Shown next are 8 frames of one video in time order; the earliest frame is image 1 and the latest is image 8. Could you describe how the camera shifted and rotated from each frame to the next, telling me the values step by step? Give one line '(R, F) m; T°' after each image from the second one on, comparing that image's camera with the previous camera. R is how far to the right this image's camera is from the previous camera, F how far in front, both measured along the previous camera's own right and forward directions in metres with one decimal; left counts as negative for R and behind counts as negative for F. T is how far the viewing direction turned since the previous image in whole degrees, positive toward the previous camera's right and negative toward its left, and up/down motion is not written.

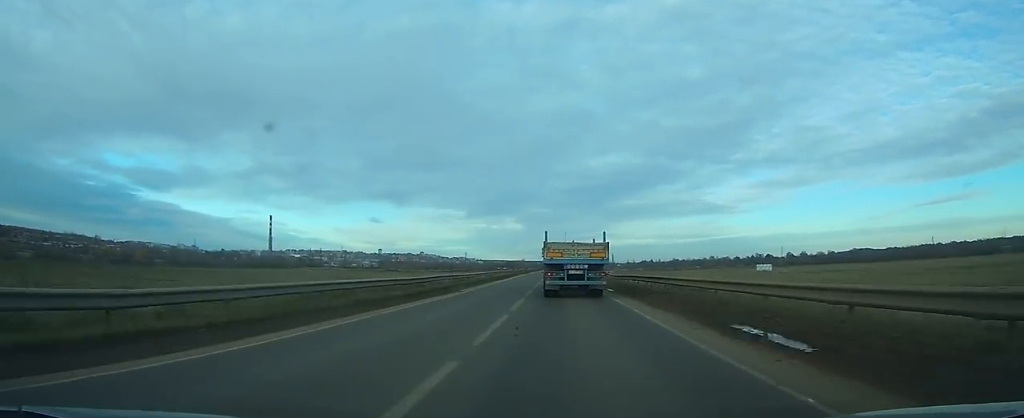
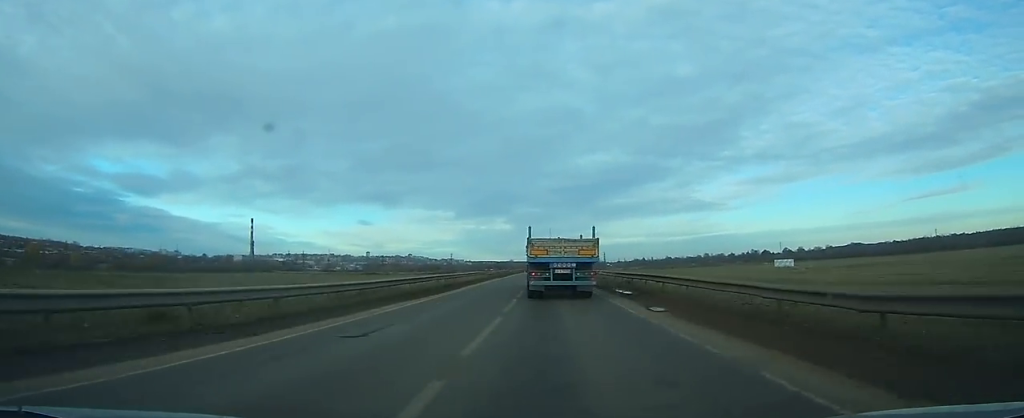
(-0.3, +32.7) m; 0°
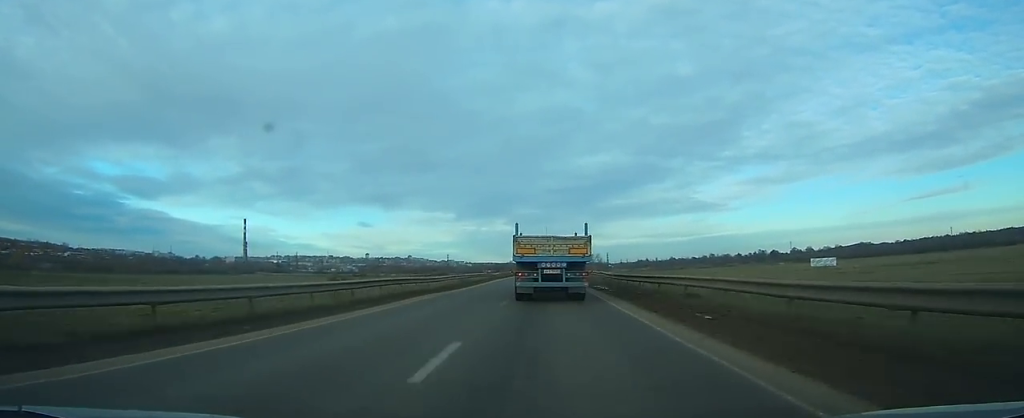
(0.0, +32.6) m; 0°
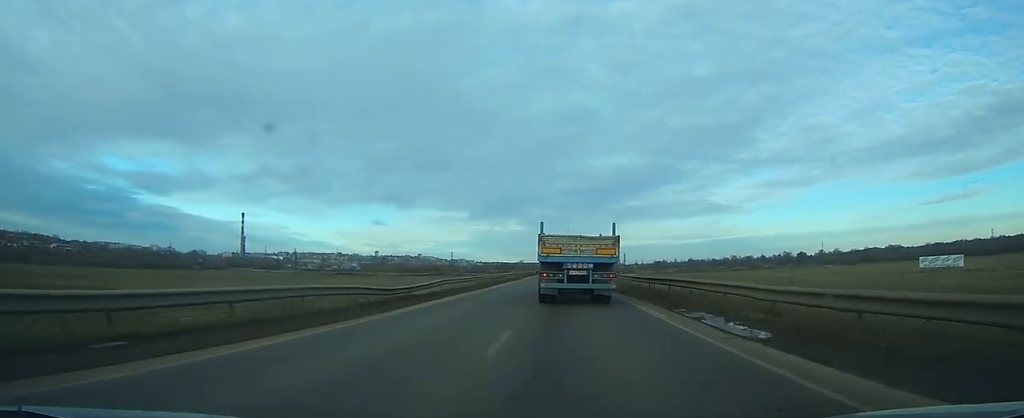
(0.0, +59.1) m; -1°
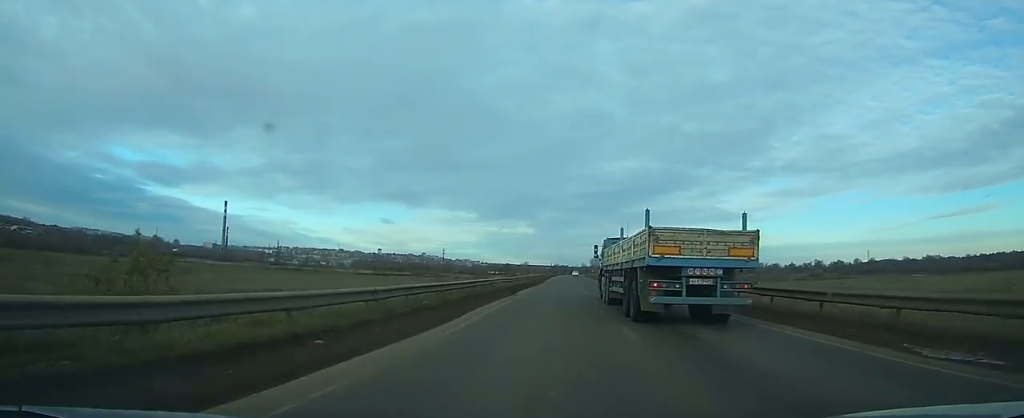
(-1.4, +93.2) m; -1°
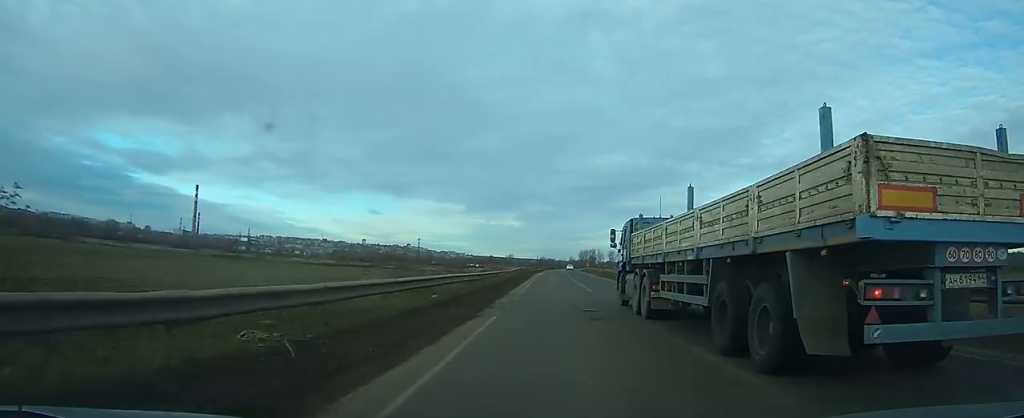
(0.0, +50.9) m; +1°
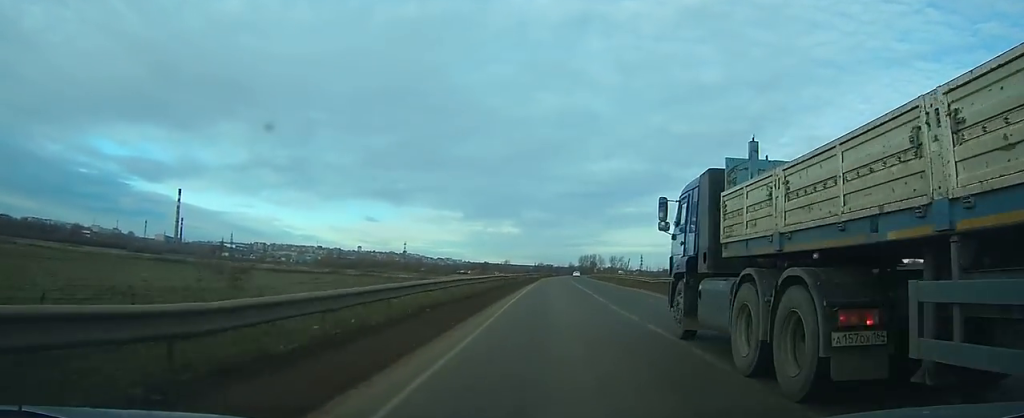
(+0.3, +43.3) m; +1°
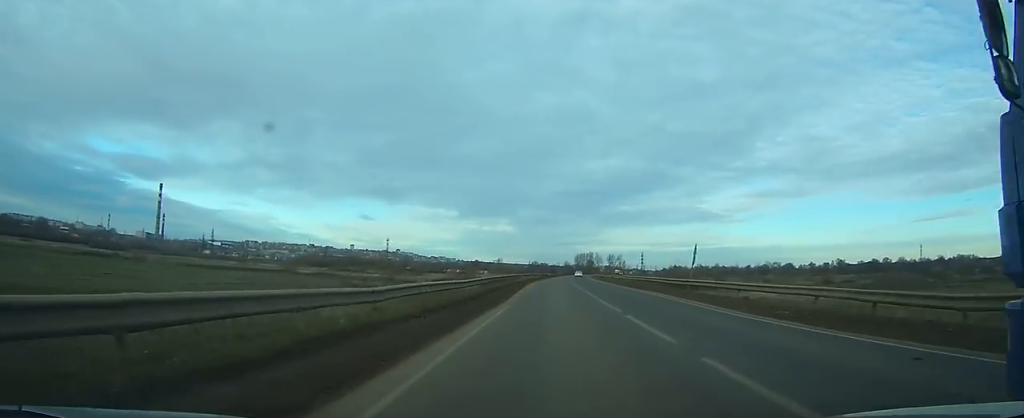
(+0.2, +35.7) m; +1°
